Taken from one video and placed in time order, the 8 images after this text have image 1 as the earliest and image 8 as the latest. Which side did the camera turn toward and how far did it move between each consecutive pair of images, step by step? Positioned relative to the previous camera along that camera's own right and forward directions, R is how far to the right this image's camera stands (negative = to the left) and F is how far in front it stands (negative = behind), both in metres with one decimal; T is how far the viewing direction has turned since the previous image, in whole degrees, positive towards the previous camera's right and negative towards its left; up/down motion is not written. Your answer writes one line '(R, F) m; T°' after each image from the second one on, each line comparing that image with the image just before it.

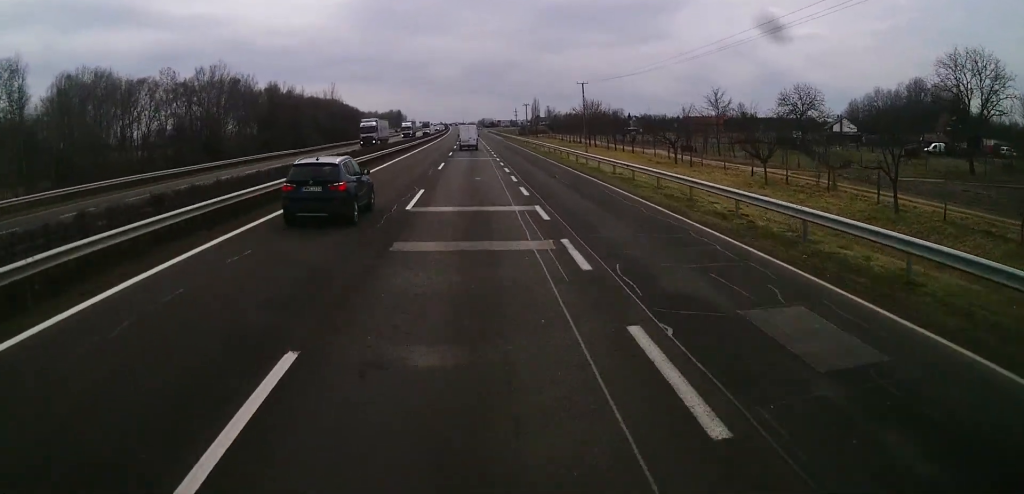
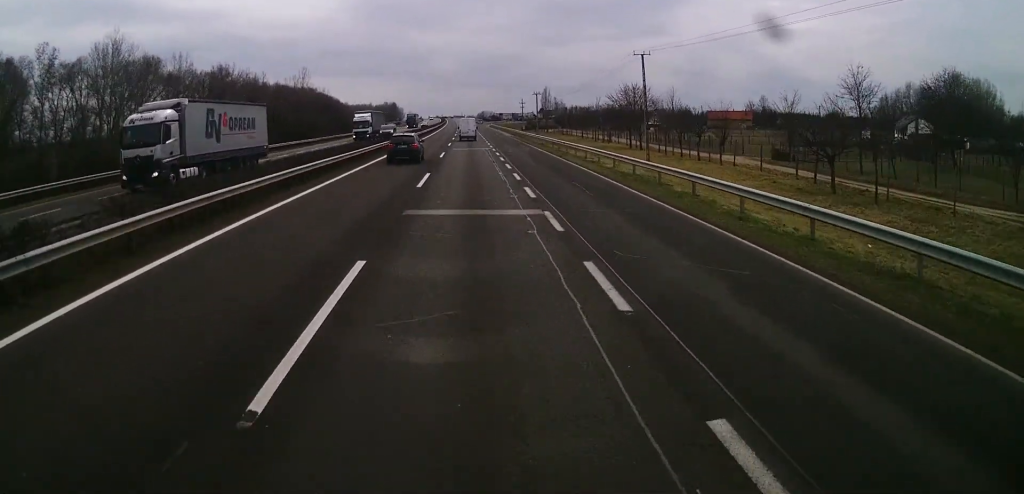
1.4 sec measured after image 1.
(-0.1, +32.5) m; 0°
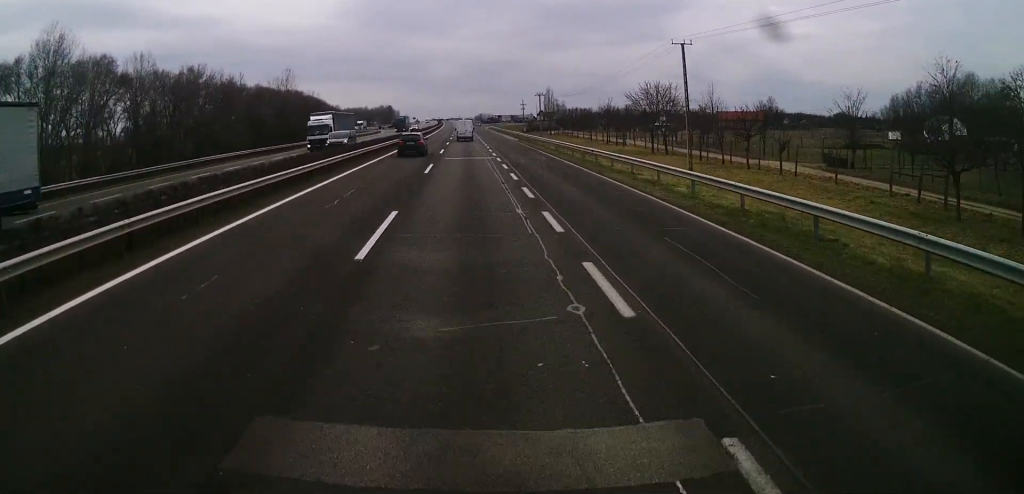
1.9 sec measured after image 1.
(0.0, +12.4) m; 0°
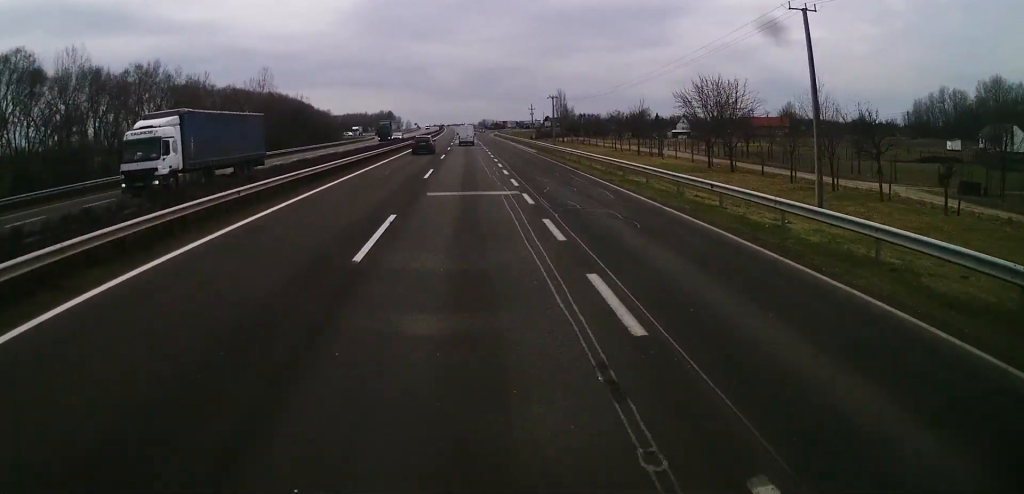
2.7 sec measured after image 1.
(0.0, +18.5) m; 0°
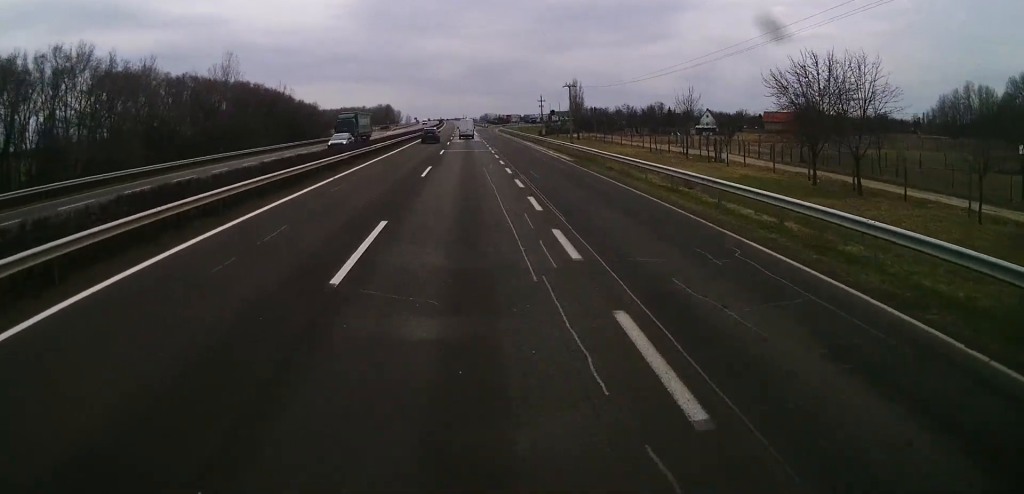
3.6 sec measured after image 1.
(+0.1, +19.9) m; 0°
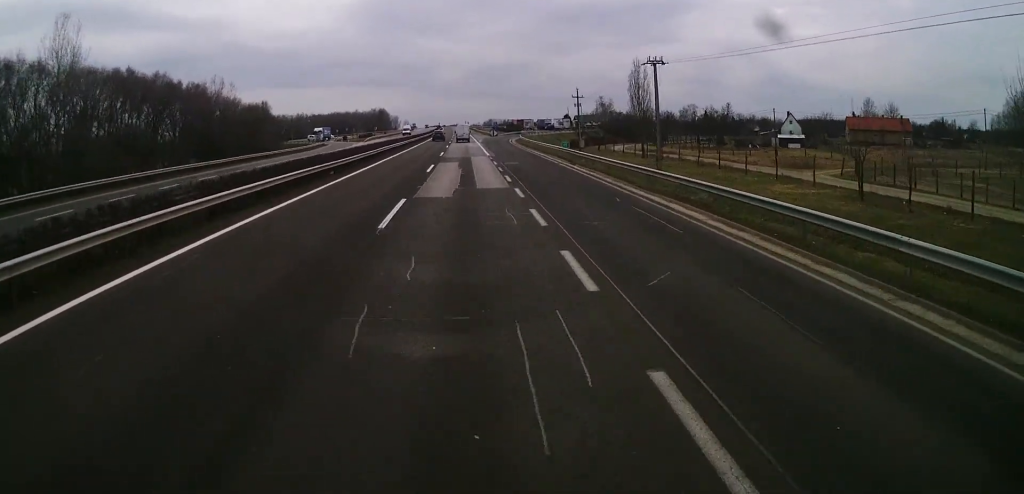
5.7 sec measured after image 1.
(-0.2, +49.2) m; 0°
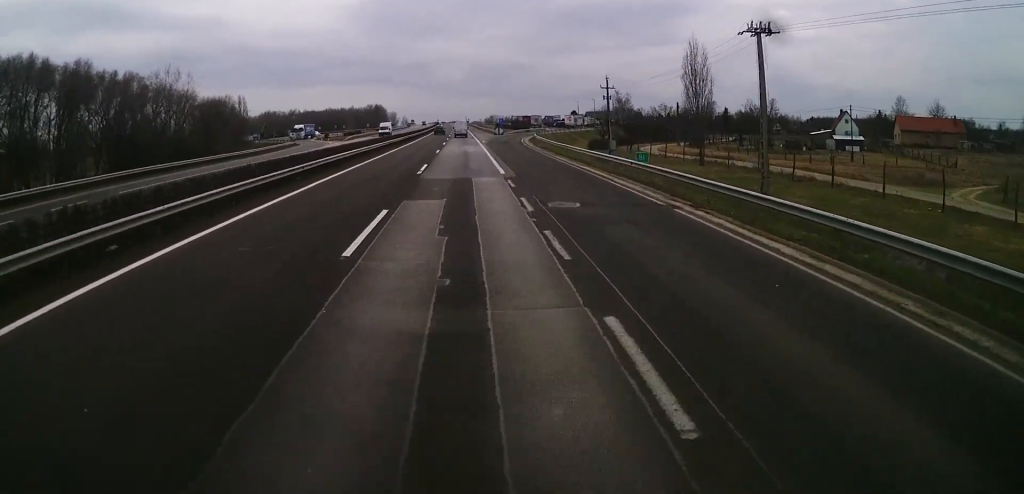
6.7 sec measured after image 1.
(0.0, +22.4) m; 0°
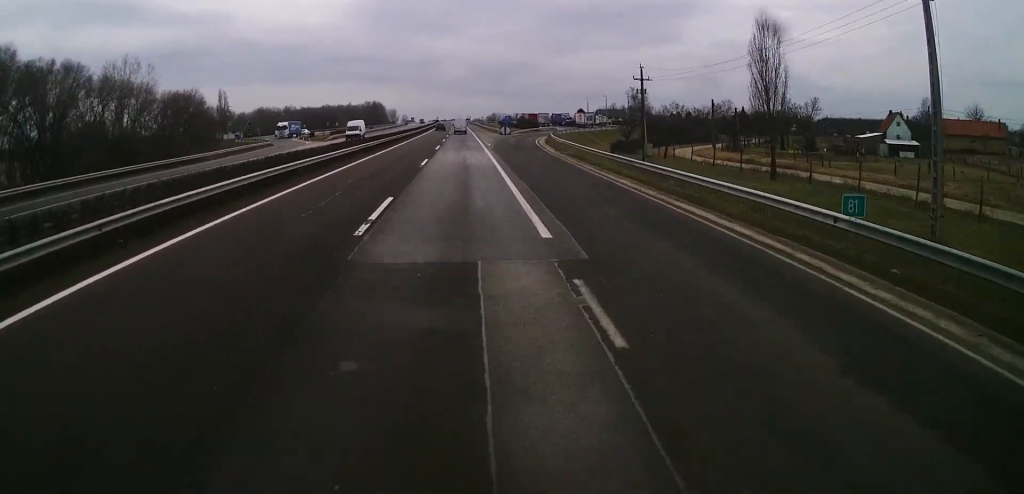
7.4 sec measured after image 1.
(0.0, +16.1) m; 0°
